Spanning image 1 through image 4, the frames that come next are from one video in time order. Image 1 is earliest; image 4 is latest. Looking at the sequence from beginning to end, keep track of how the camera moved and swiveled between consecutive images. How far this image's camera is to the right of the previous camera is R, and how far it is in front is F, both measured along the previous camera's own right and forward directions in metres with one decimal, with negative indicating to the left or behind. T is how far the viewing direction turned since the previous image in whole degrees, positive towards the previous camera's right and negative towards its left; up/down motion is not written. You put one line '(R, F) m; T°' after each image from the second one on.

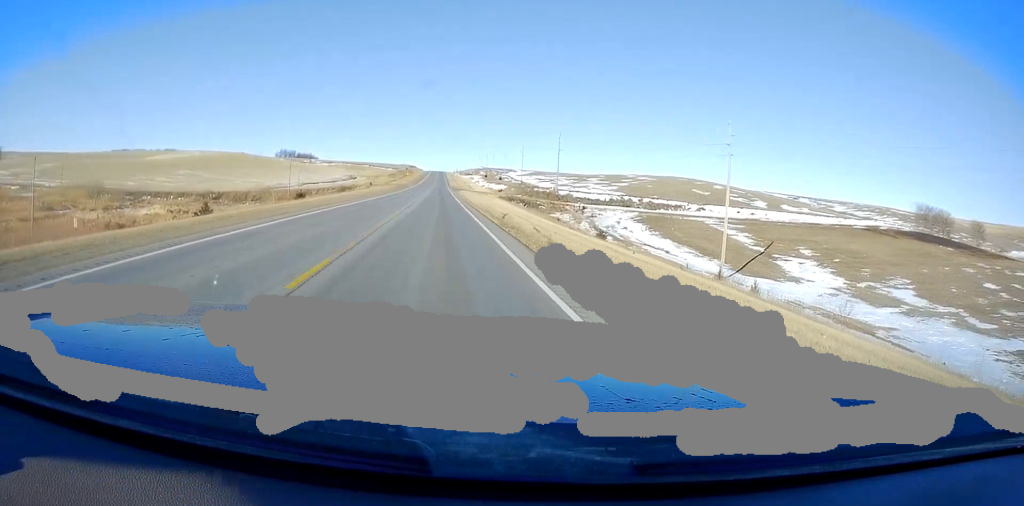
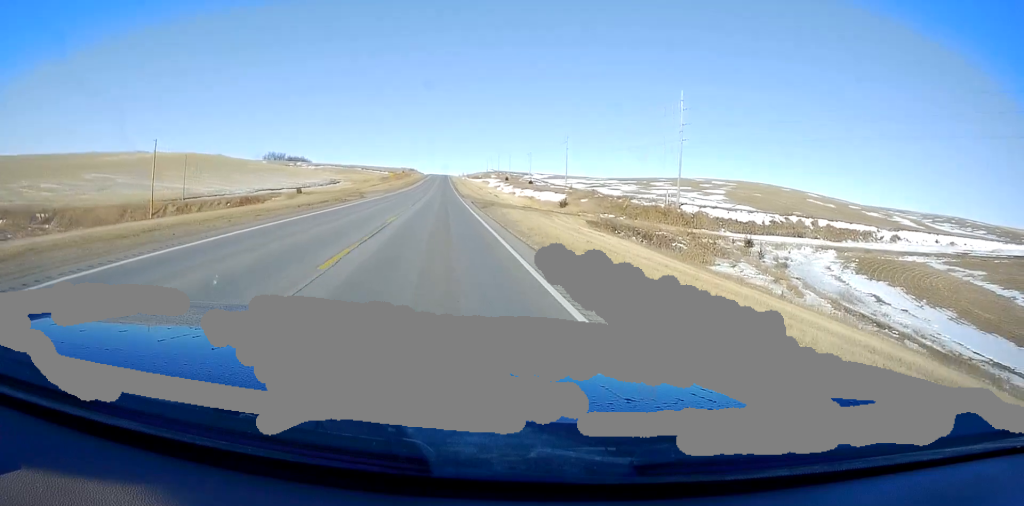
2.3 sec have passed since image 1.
(+0.2, +72.2) m; +1°
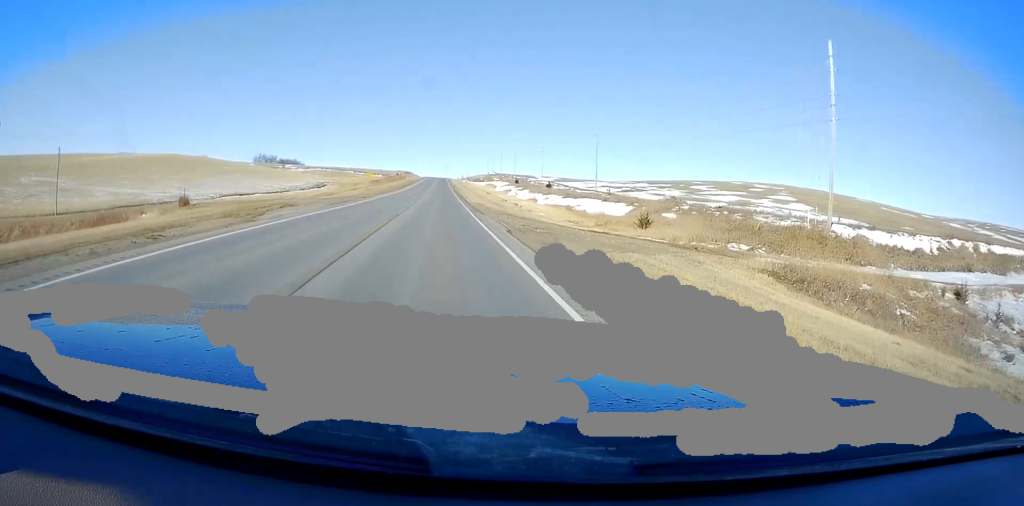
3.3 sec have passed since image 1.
(-0.2, +30.4) m; -1°
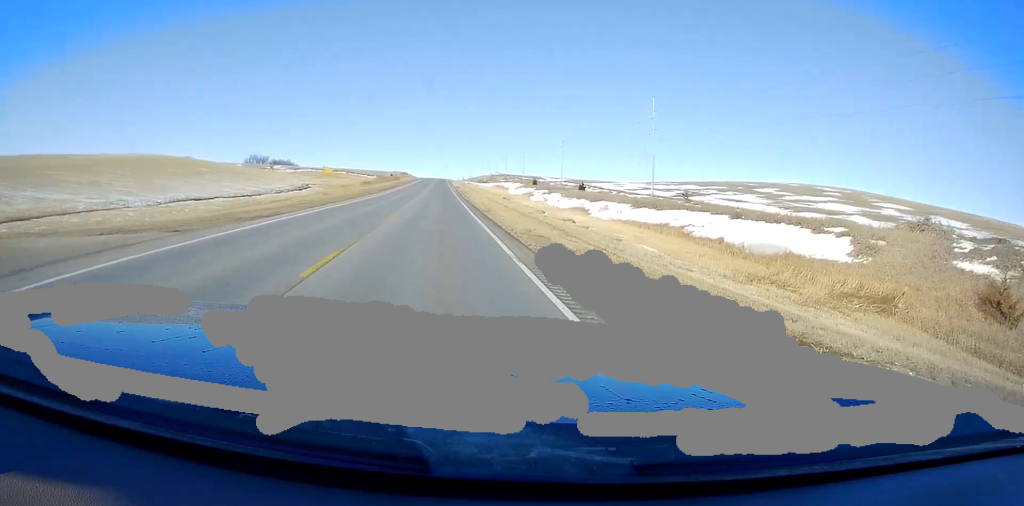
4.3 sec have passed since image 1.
(-0.2, +31.8) m; 0°
